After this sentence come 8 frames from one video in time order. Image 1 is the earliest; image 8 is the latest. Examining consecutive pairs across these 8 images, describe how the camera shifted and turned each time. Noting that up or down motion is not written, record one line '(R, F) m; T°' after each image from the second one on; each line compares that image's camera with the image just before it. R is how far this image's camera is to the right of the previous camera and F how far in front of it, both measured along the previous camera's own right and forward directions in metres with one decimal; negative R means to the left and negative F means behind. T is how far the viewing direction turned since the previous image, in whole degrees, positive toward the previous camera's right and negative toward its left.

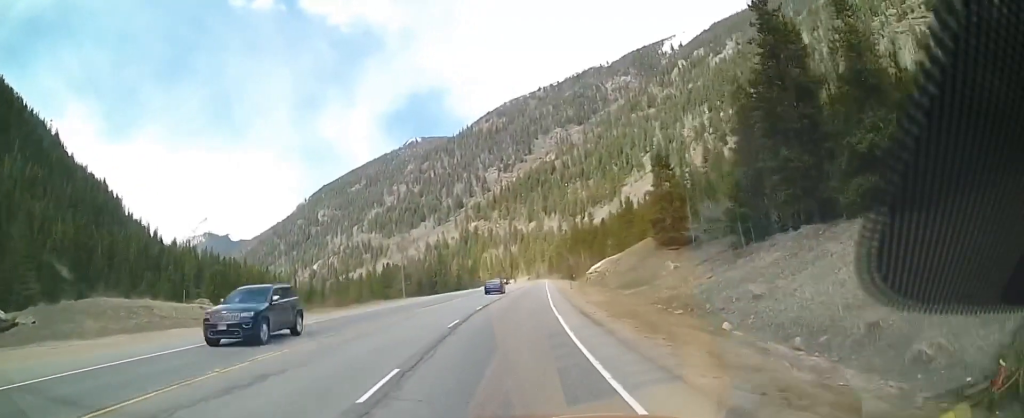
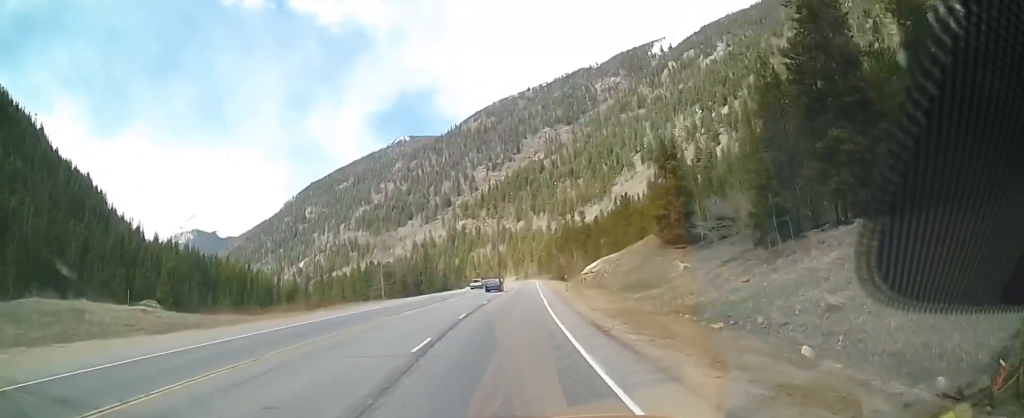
(0.0, +6.3) m; +1°
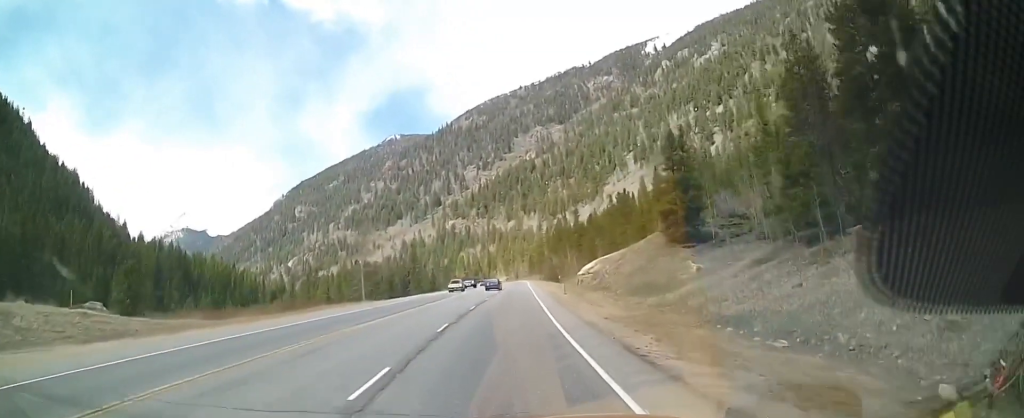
(0.0, +5.5) m; +1°
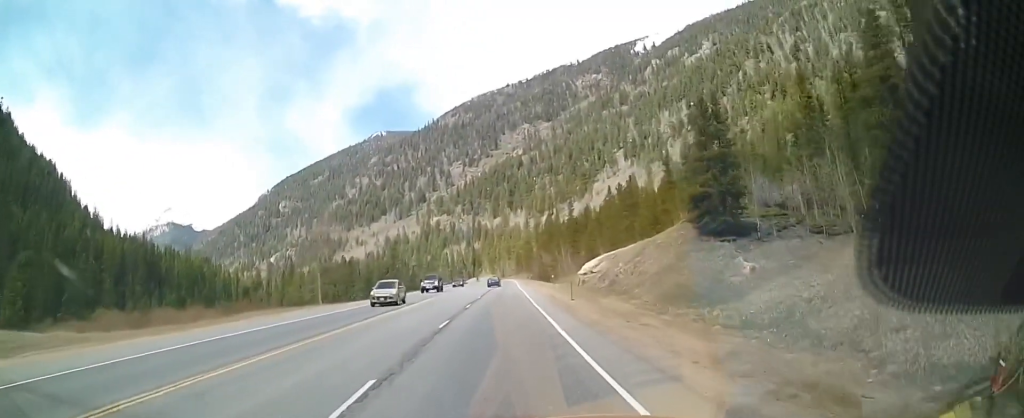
(+0.3, +11.8) m; +3°
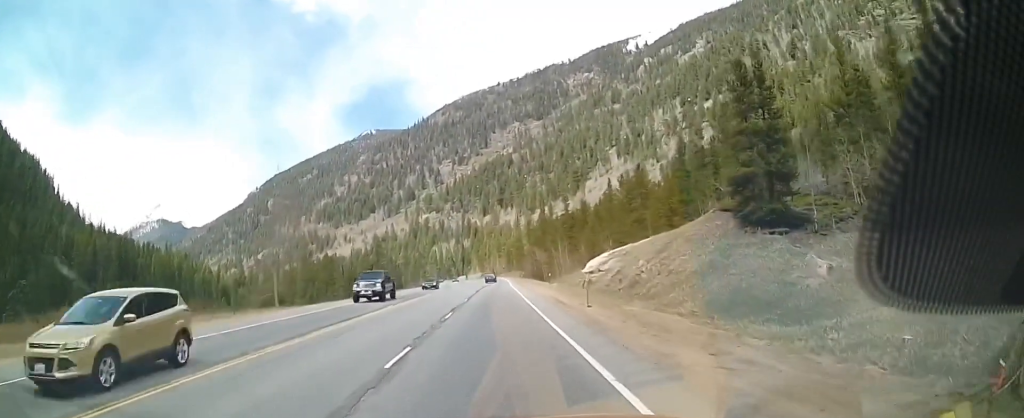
(+0.2, +9.1) m; +2°
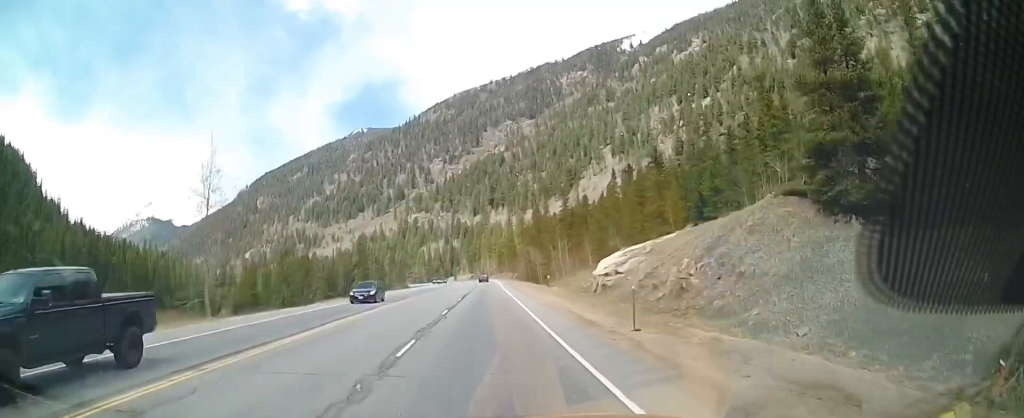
(+0.2, +10.6) m; 0°
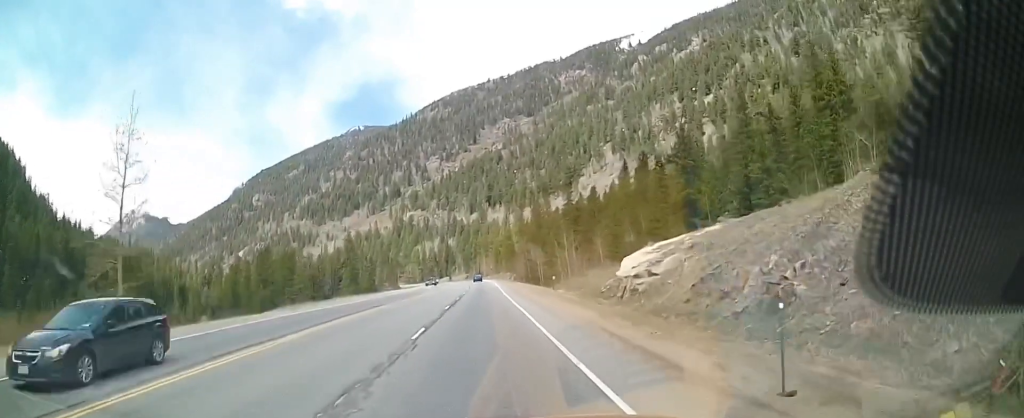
(-0.2, +9.7) m; -1°
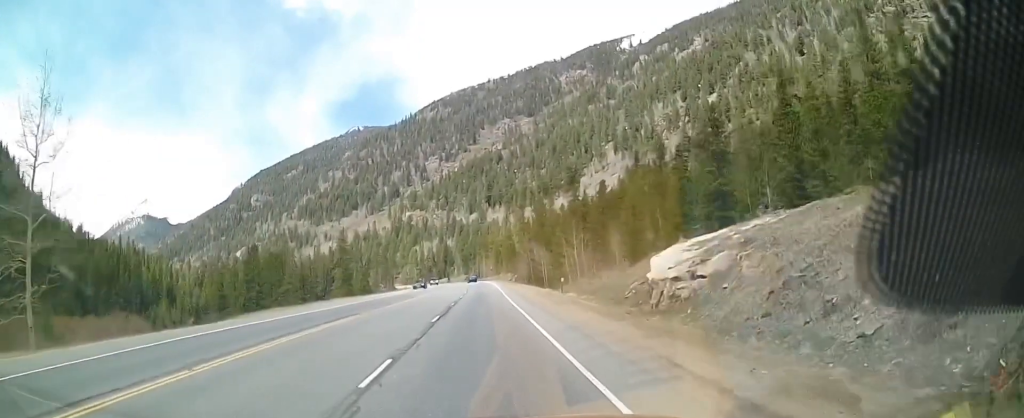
(-0.1, +7.2) m; -1°
